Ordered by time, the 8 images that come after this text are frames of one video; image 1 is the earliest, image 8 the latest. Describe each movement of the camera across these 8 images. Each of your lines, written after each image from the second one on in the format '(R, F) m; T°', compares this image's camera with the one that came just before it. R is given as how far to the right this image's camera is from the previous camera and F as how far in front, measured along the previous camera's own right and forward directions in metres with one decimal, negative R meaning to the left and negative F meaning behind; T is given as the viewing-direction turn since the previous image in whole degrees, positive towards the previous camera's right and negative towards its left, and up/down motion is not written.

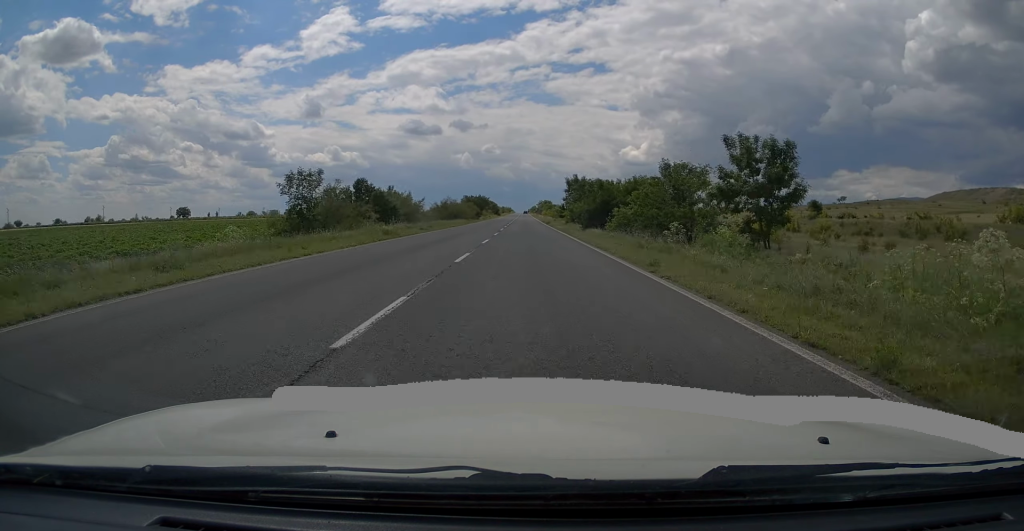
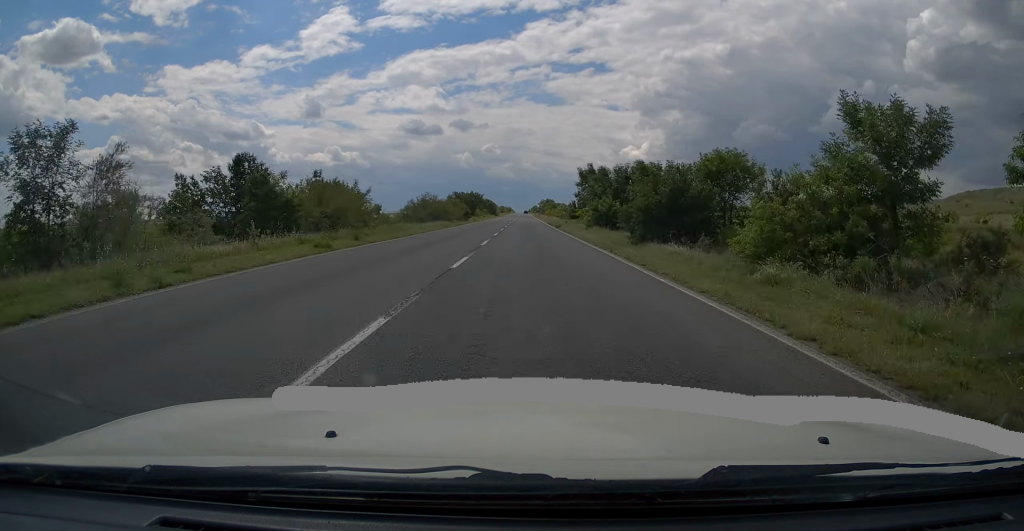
(-0.1, +19.6) m; 0°
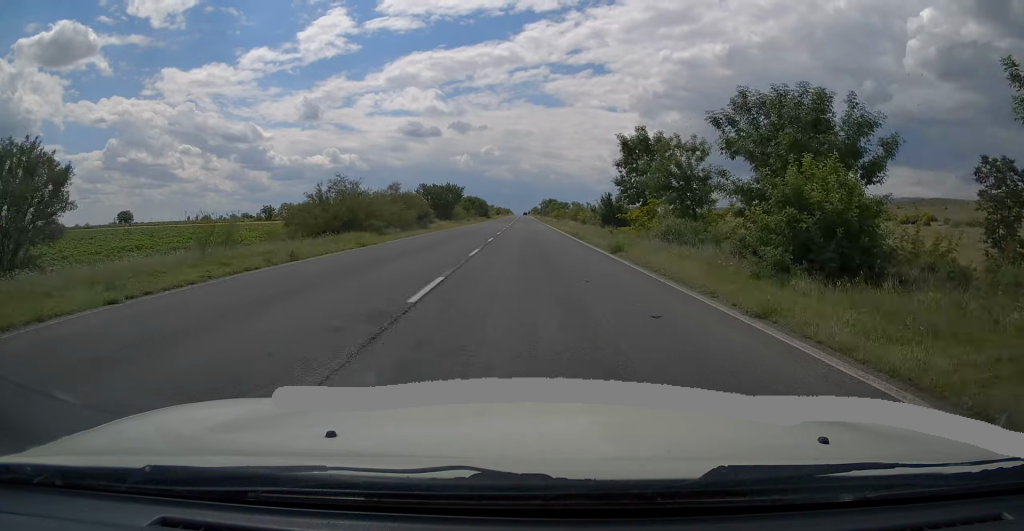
(0.0, +31.9) m; +1°
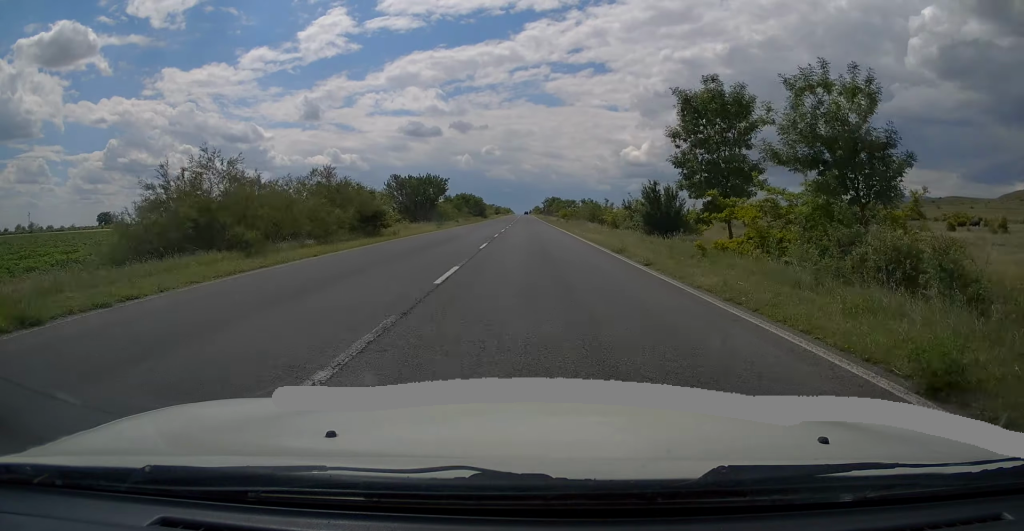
(+0.1, +15.6) m; 0°
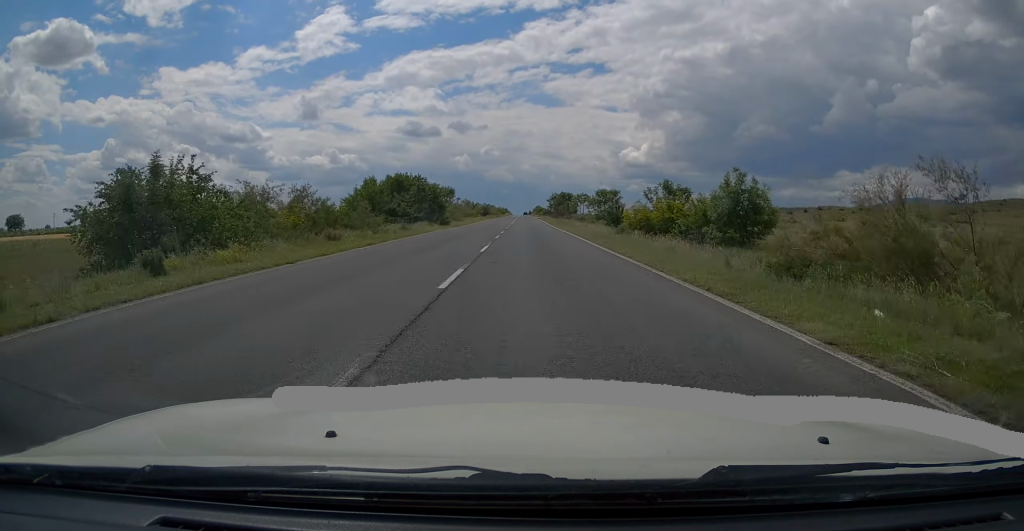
(-0.5, +55.3) m; -1°
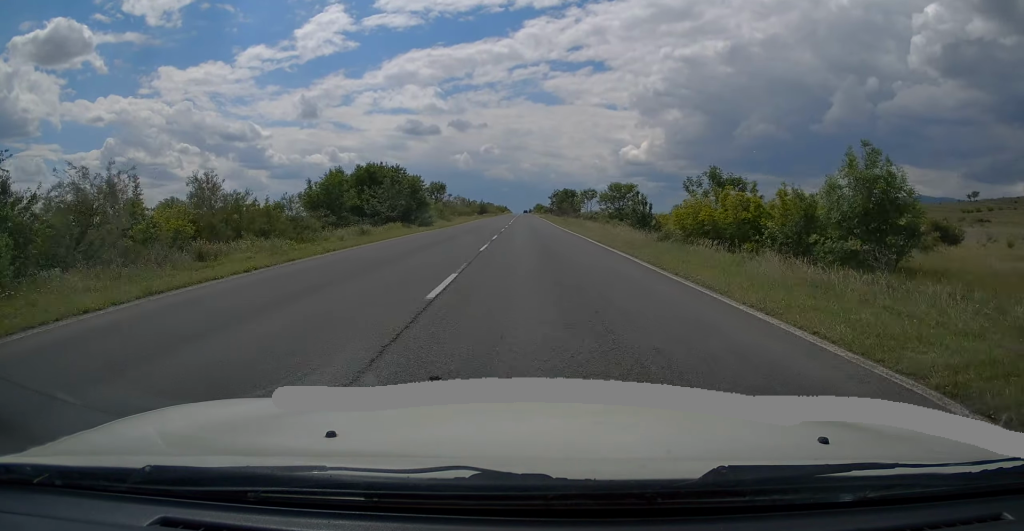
(0.0, +9.9) m; 0°
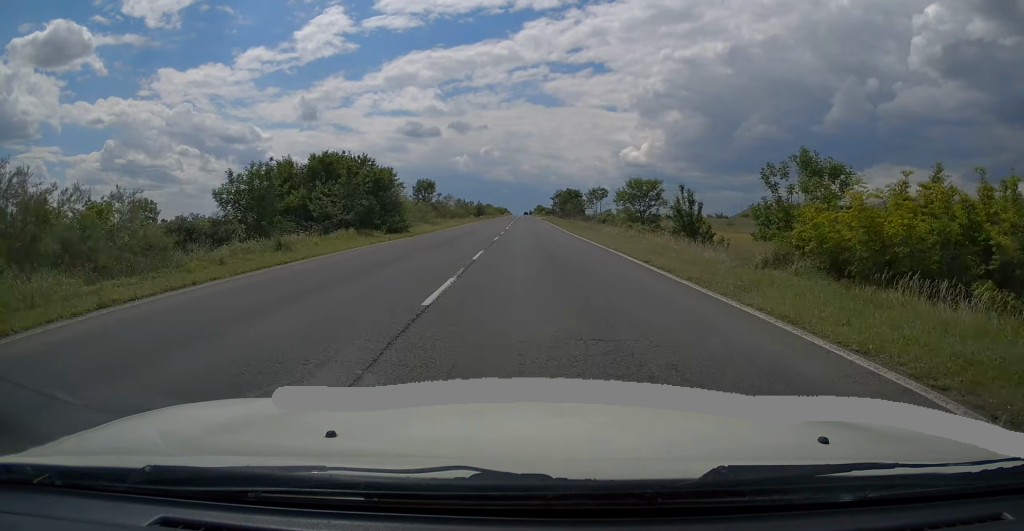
(0.0, +9.9) m; 0°
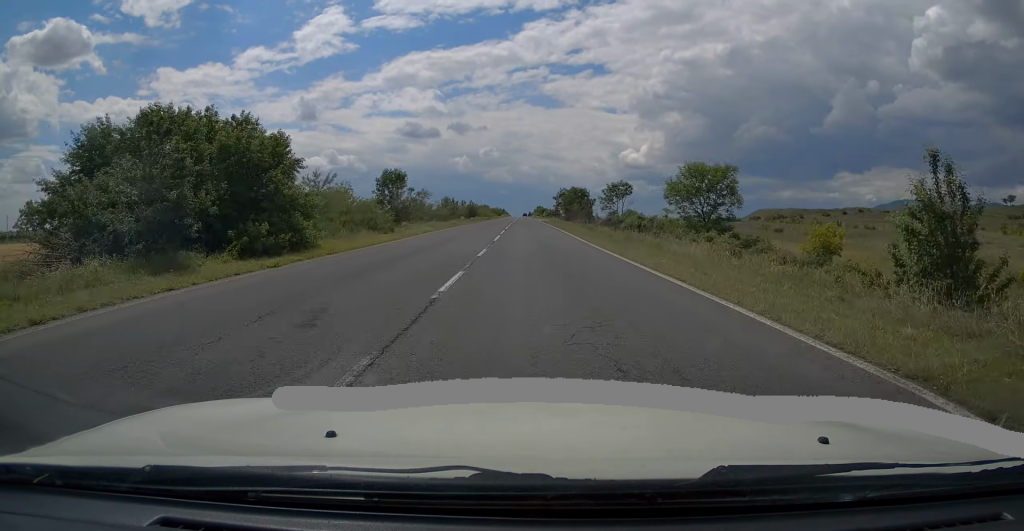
(0.0, +16.4) m; +1°
